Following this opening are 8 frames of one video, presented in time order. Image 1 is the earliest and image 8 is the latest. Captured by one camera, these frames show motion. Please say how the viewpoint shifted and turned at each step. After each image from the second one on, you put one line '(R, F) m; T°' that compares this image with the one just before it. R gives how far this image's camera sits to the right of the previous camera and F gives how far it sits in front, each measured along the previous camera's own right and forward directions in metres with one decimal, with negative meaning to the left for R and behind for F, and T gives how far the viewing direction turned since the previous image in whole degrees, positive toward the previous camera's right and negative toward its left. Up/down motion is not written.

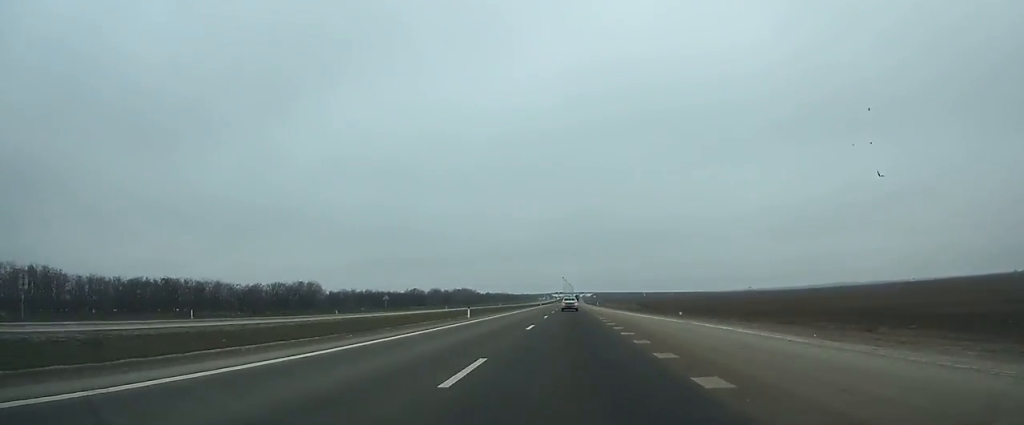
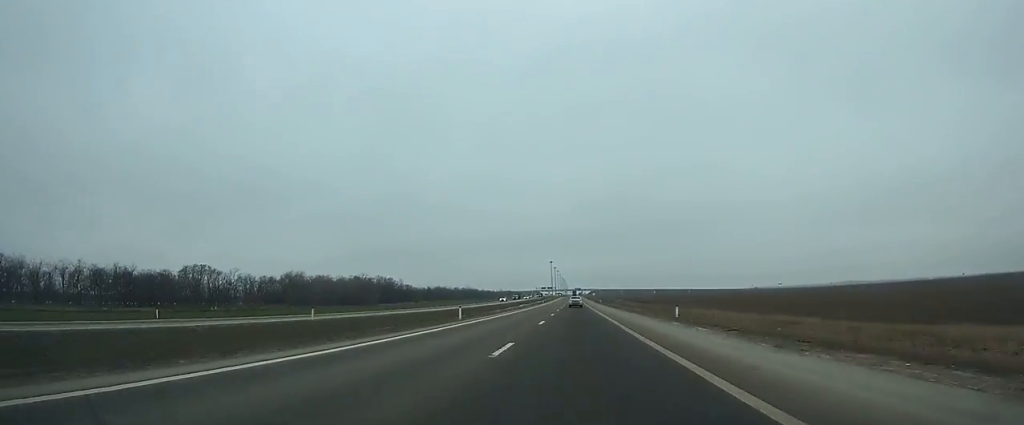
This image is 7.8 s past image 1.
(+0.4, +203.7) m; +1°
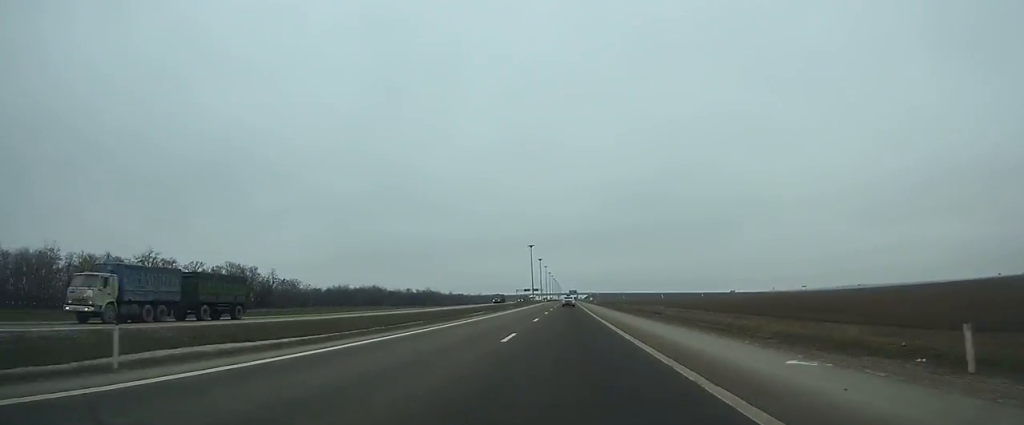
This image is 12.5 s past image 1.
(+0.6, +123.6) m; +1°
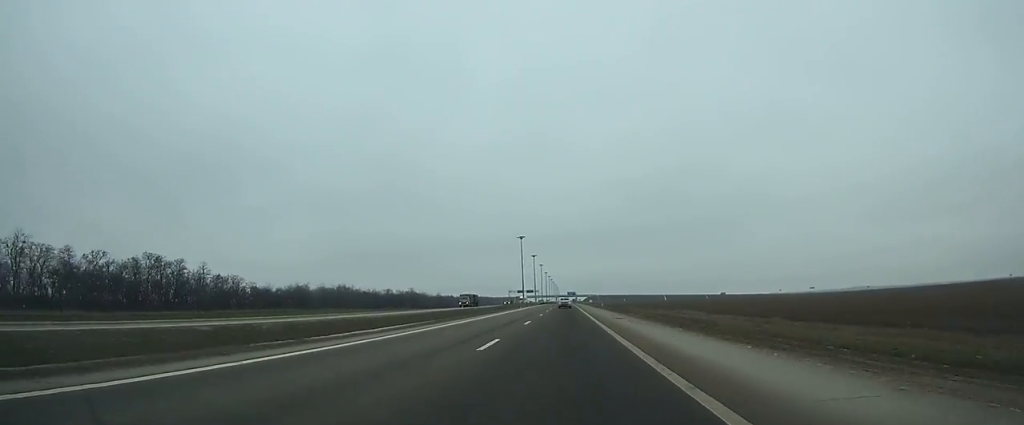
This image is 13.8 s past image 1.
(0.0, +34.3) m; 0°
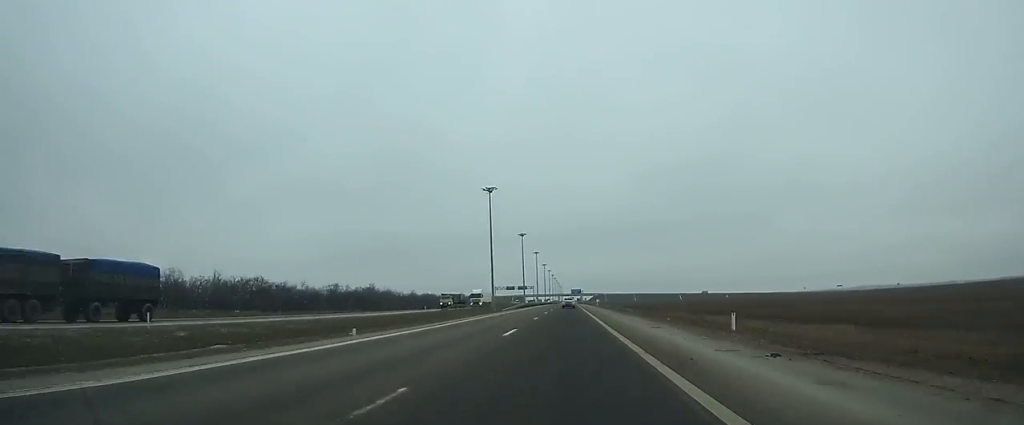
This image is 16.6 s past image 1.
(+0.2, +74.5) m; 0°
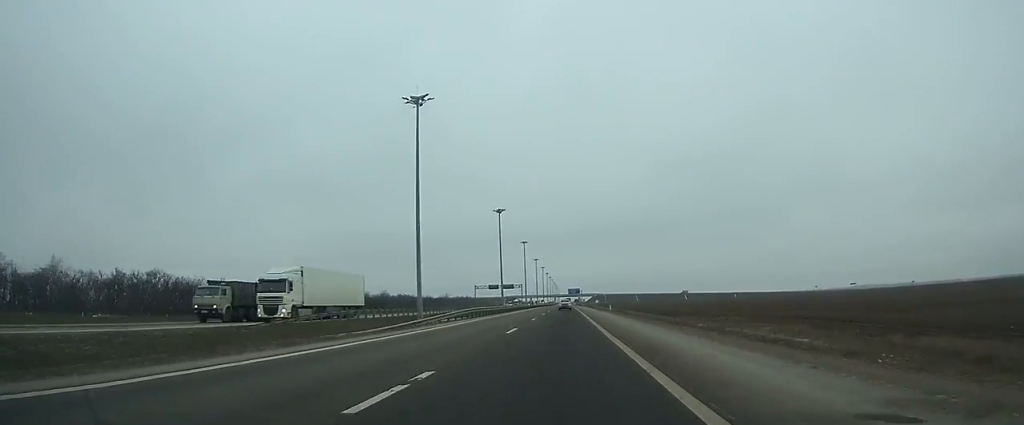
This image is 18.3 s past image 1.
(+0.1, +45.6) m; 0°
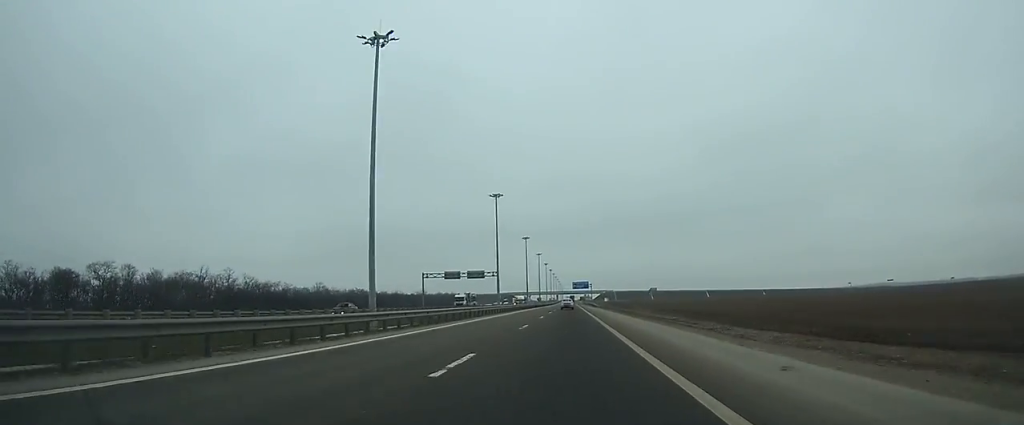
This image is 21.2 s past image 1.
(-0.2, +78.4) m; 0°
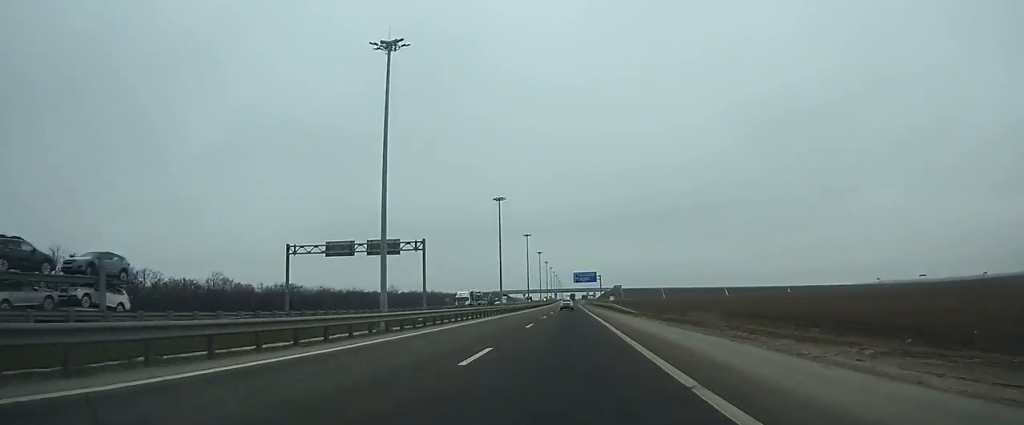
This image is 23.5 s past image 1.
(-0.2, +62.8) m; 0°
